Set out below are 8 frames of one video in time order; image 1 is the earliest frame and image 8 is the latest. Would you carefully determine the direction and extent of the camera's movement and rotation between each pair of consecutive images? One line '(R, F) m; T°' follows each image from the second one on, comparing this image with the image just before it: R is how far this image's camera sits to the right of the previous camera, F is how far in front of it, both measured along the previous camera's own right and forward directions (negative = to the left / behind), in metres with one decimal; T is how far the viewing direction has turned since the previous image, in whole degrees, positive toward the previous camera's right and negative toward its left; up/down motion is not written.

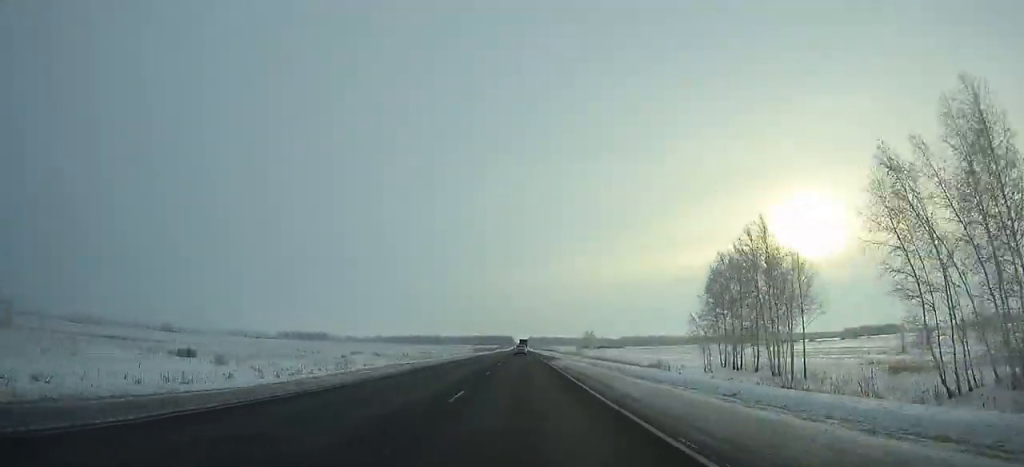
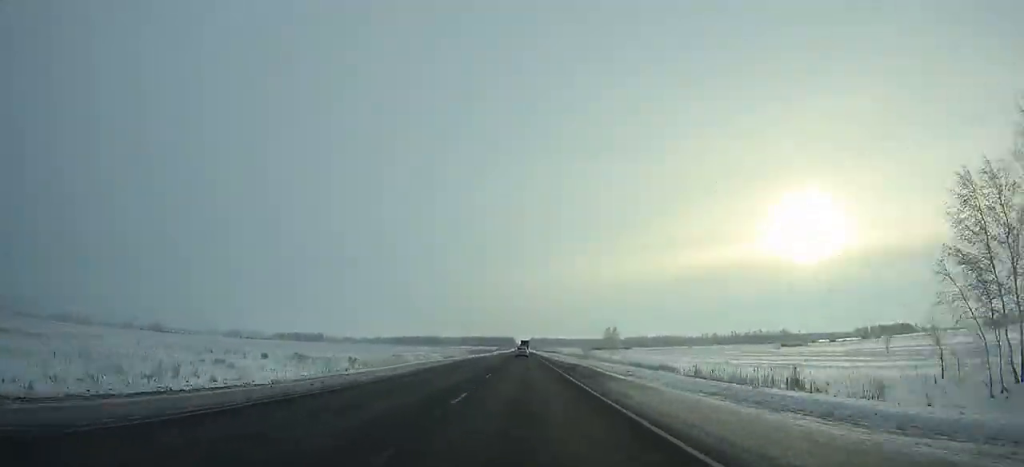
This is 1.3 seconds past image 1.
(-0.1, +35.1) m; 0°
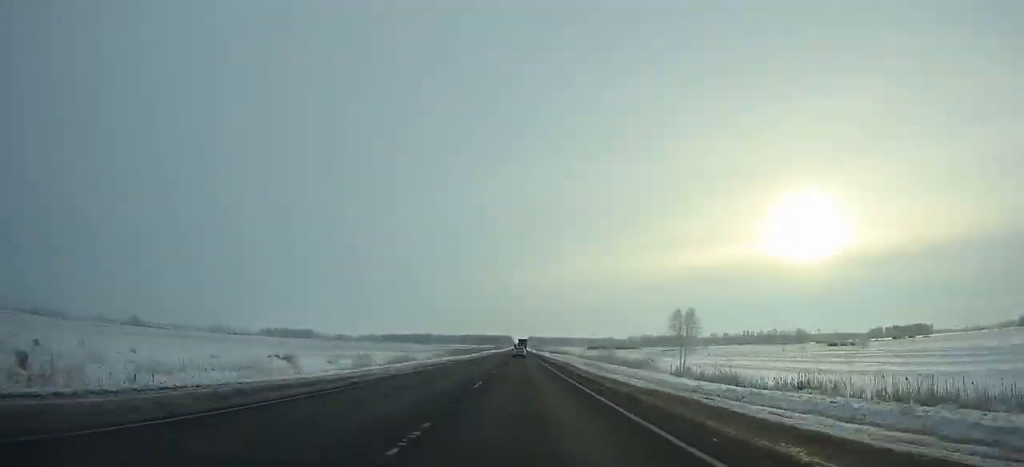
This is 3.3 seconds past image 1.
(+0.2, +53.1) m; 0°
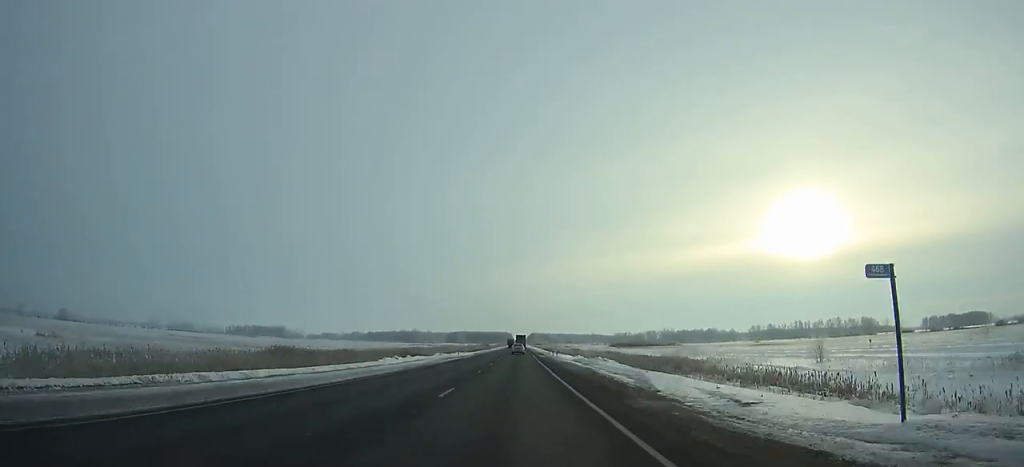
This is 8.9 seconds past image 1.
(-0.1, +146.8) m; 0°
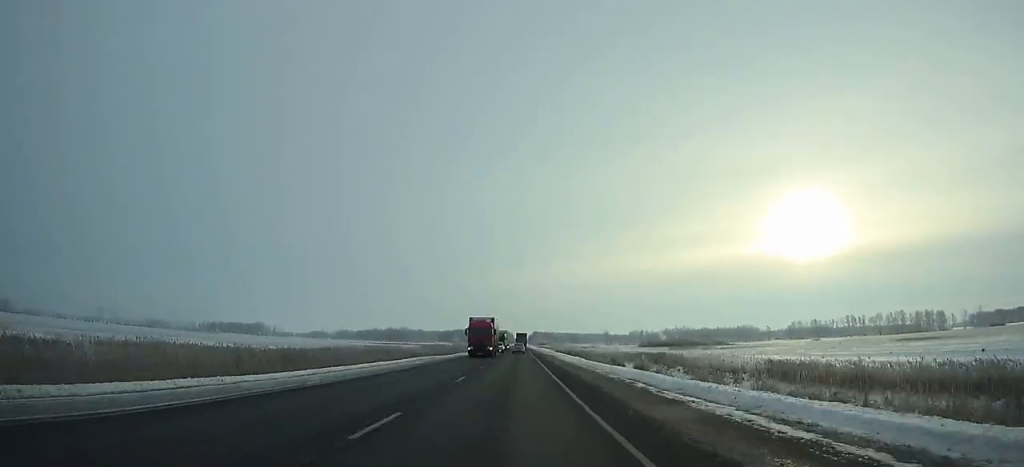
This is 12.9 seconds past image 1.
(-0.3, +105.1) m; 0°
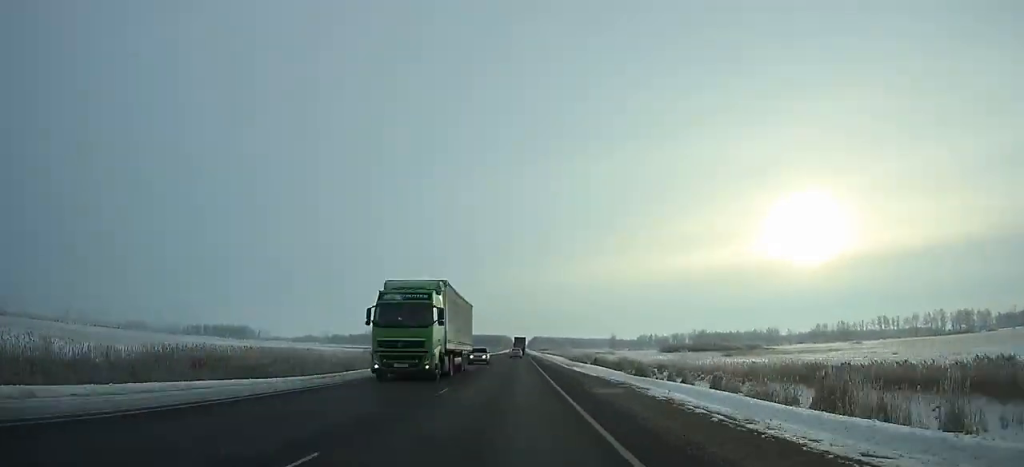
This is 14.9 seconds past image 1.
(0.0, +52.9) m; 0°
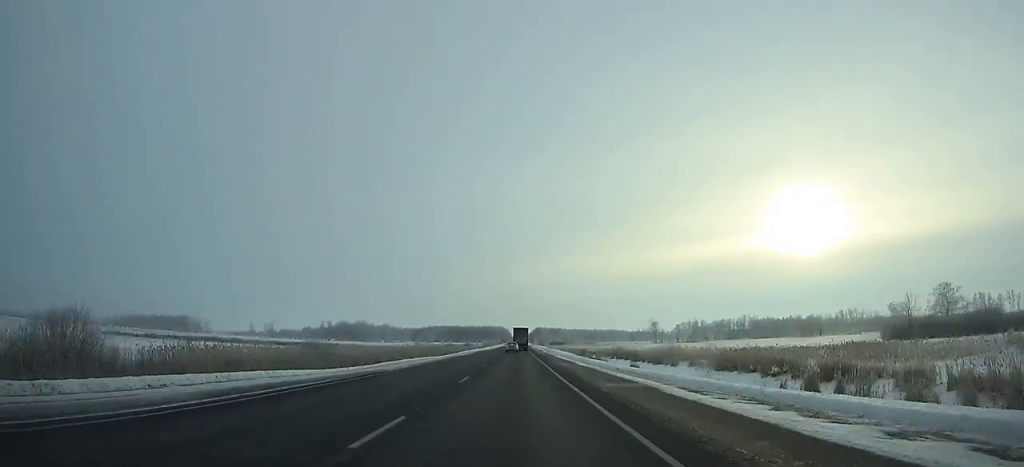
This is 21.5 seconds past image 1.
(+0.6, +173.3) m; 0°
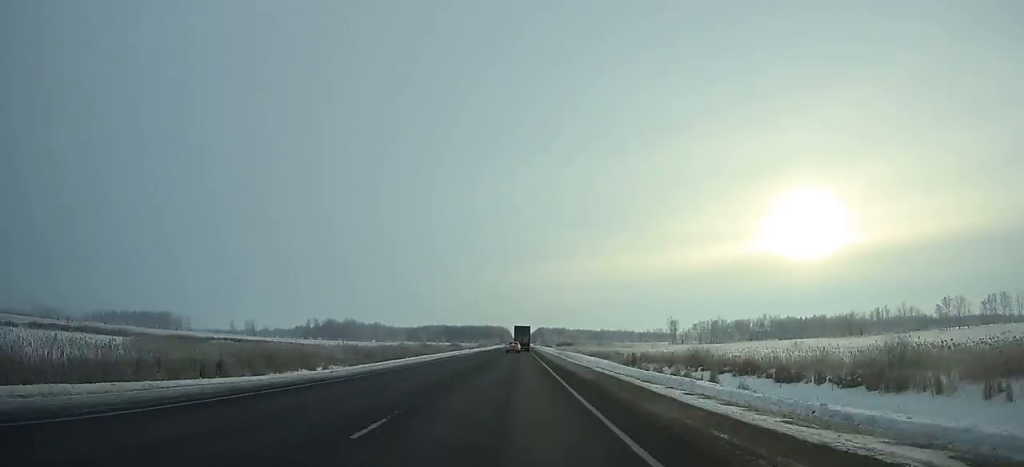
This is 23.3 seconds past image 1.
(+0.1, +46.1) m; 0°
